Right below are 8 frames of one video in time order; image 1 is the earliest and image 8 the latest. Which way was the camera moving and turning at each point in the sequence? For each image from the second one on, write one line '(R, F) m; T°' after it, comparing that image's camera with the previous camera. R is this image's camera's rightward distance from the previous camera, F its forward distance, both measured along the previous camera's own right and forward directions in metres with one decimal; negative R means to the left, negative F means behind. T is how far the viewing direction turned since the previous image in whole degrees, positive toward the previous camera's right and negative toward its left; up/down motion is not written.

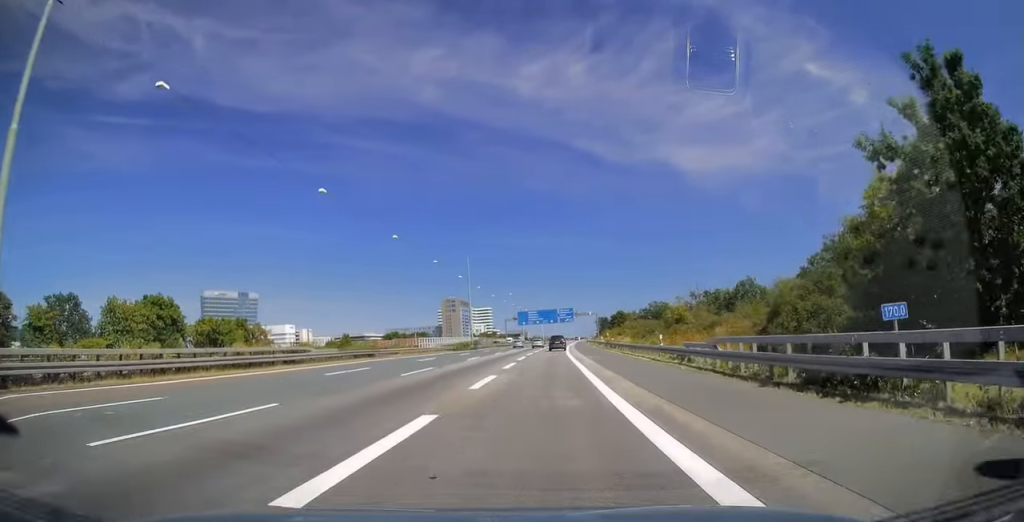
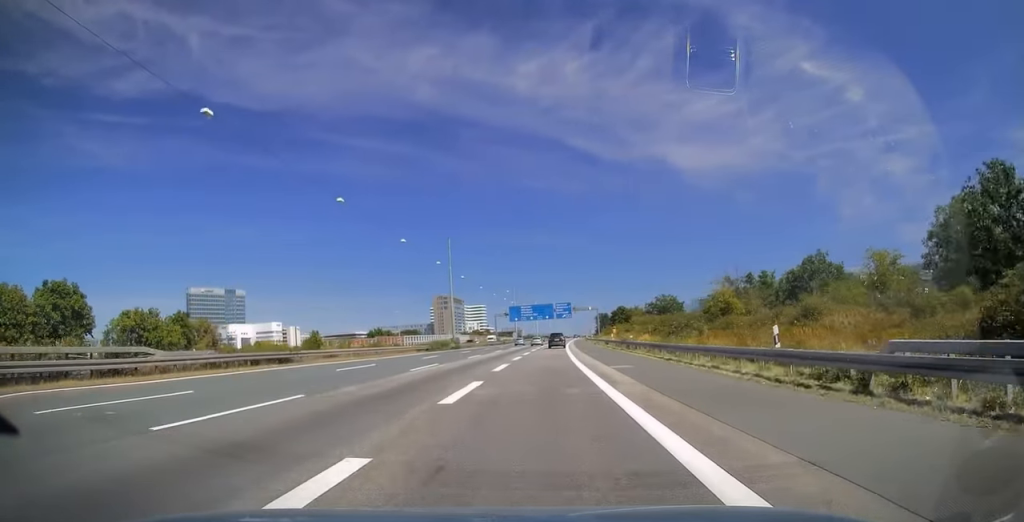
(0.0, +16.1) m; 0°
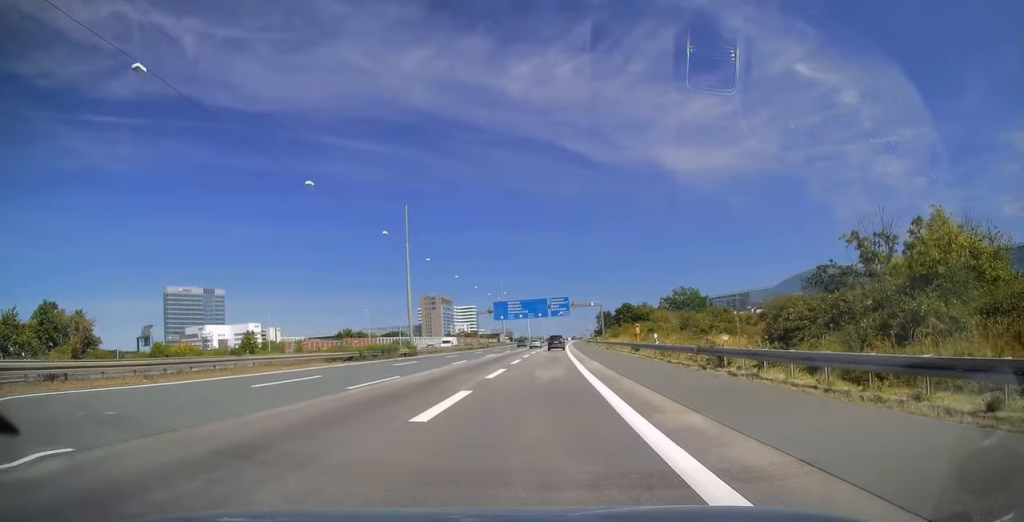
(0.0, +25.8) m; +1°
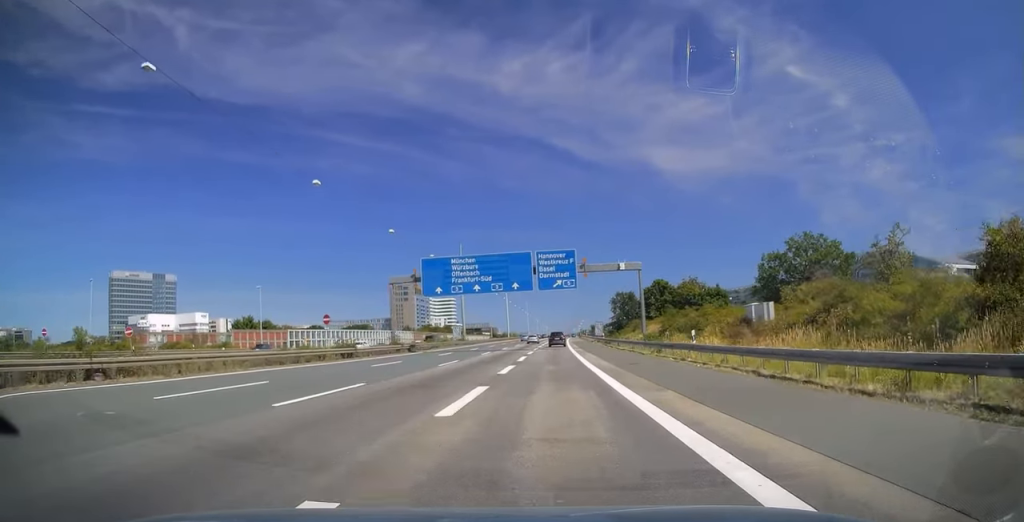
(+1.1, +58.9) m; +1°
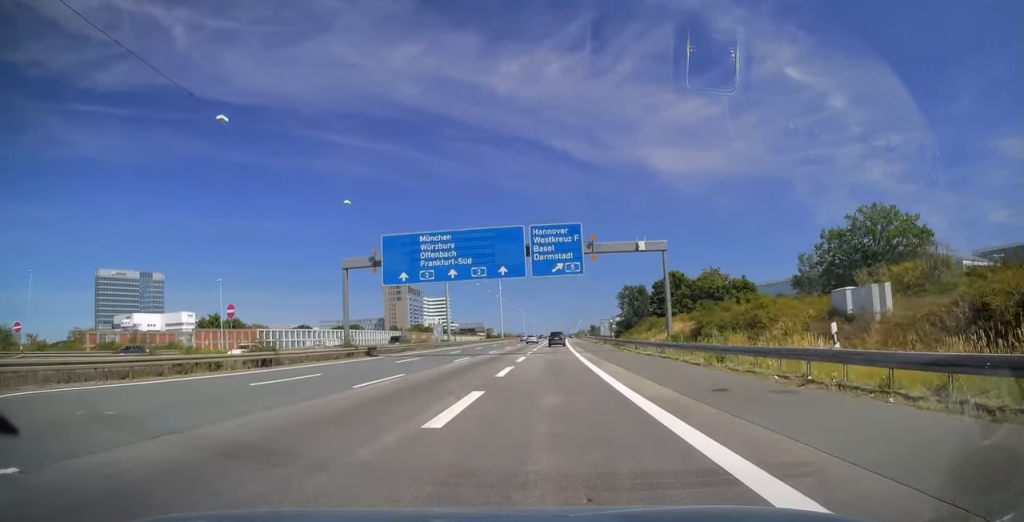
(-0.1, +13.3) m; 0°
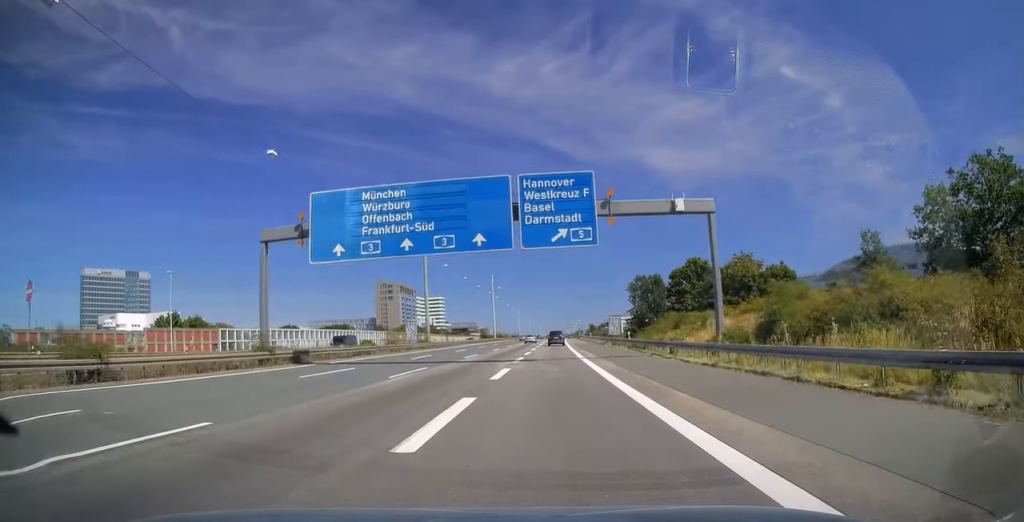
(-0.1, +13.7) m; 0°
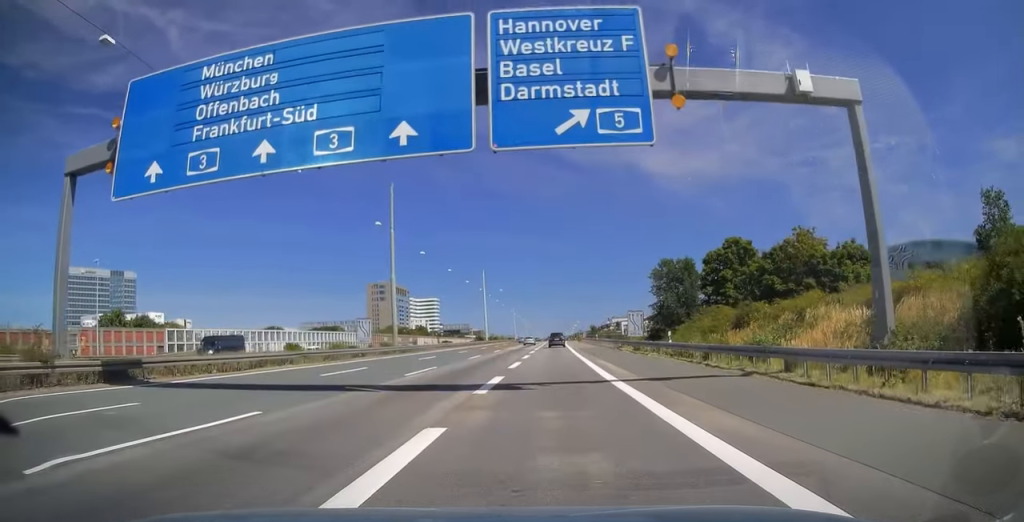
(+0.2, +16.0) m; +1°
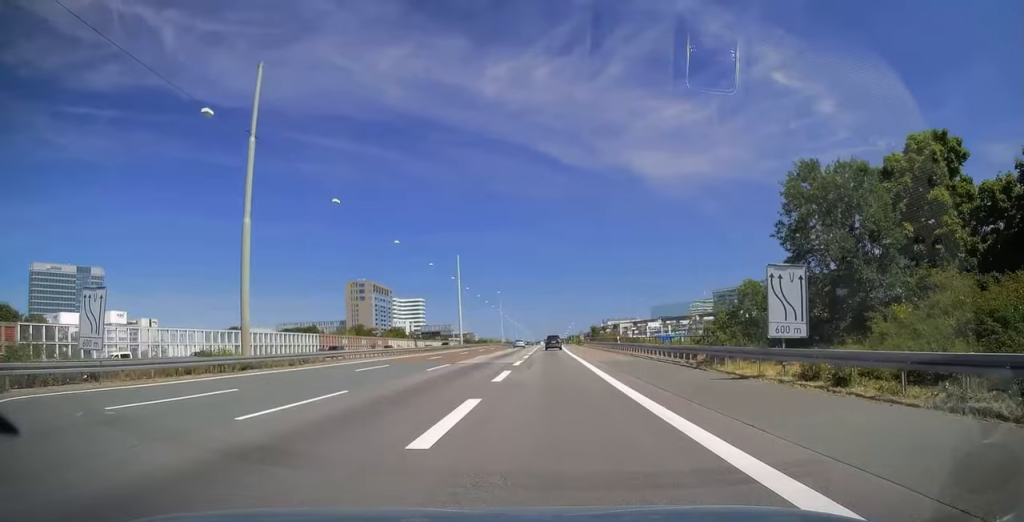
(+0.1, +30.8) m; +1°
